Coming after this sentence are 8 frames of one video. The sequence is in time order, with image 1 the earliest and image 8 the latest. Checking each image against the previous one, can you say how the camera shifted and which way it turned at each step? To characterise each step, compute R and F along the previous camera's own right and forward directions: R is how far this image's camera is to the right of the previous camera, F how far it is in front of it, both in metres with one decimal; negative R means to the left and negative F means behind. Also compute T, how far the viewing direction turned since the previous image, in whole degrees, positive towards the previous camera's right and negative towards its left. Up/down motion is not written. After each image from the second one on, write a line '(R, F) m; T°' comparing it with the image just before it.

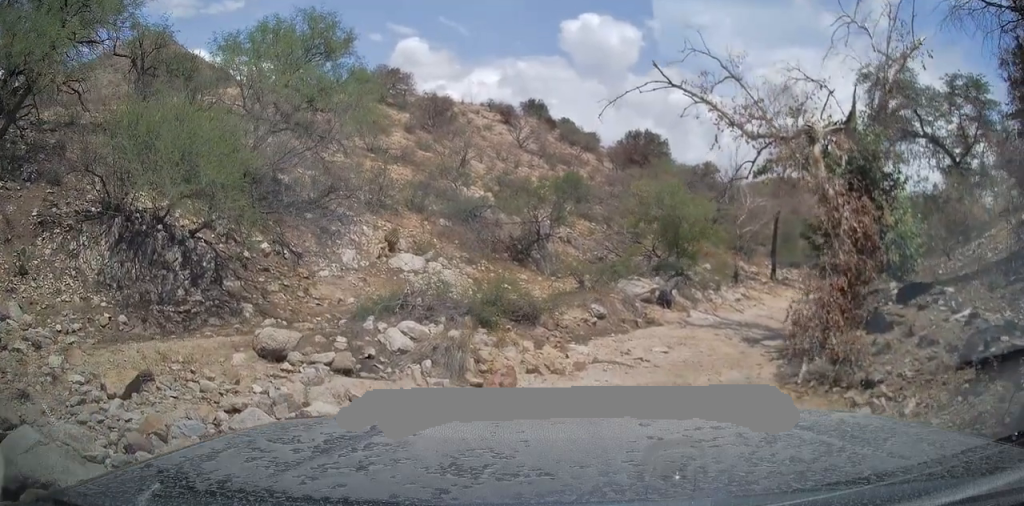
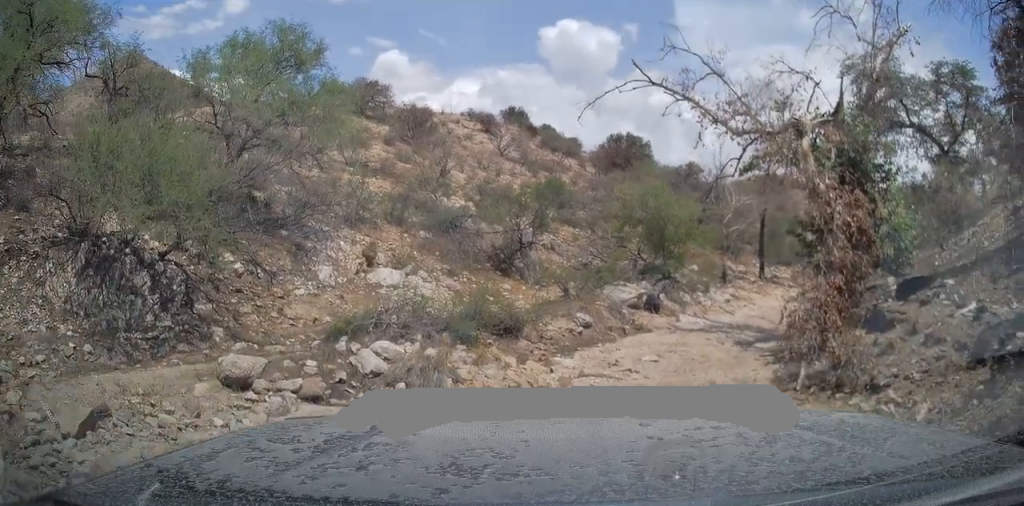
(0.0, +0.3) m; 0°
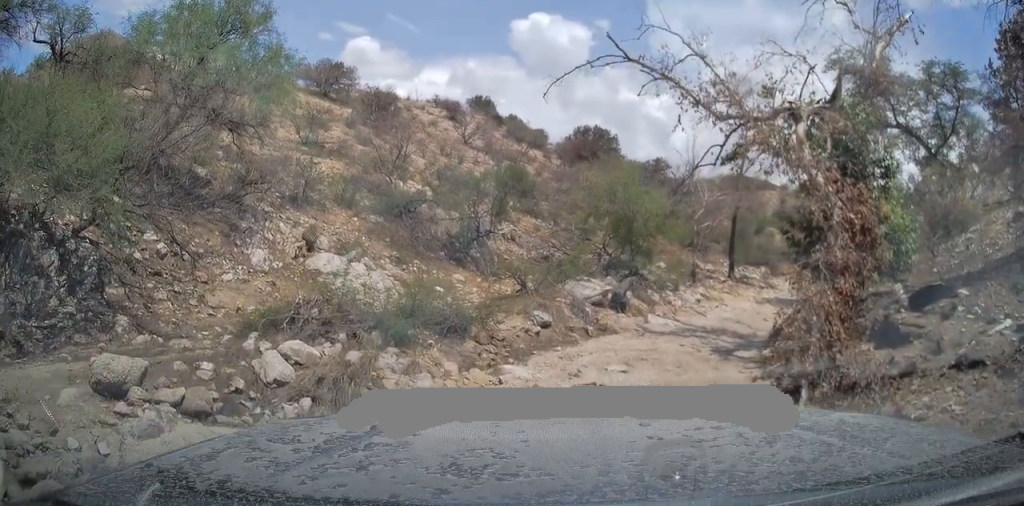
(-0.1, +1.1) m; 0°
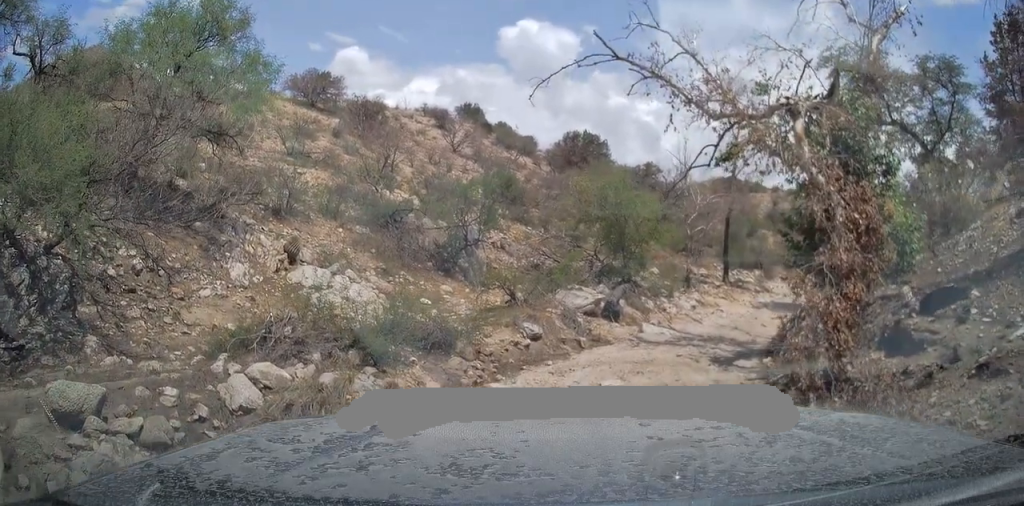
(+0.1, +0.5) m; 0°
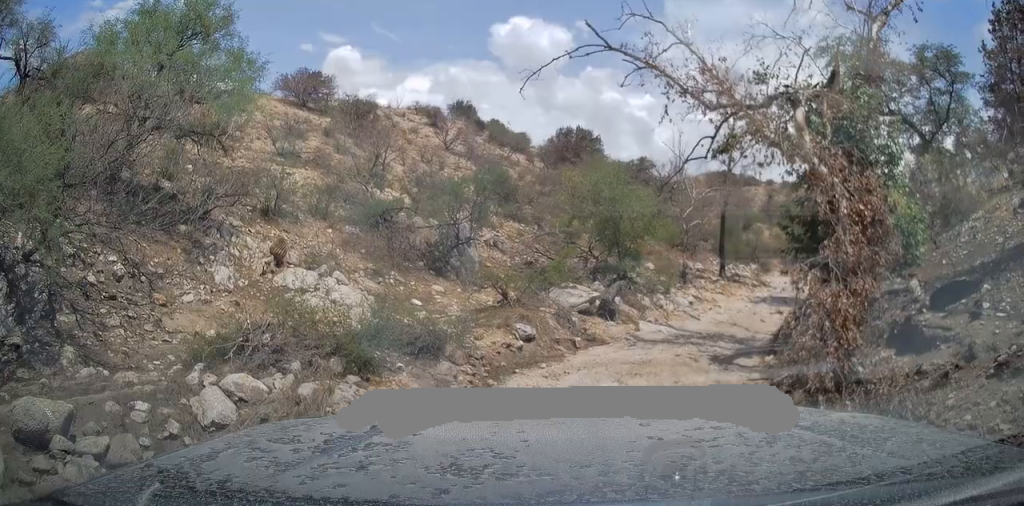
(+0.2, +0.5) m; 0°
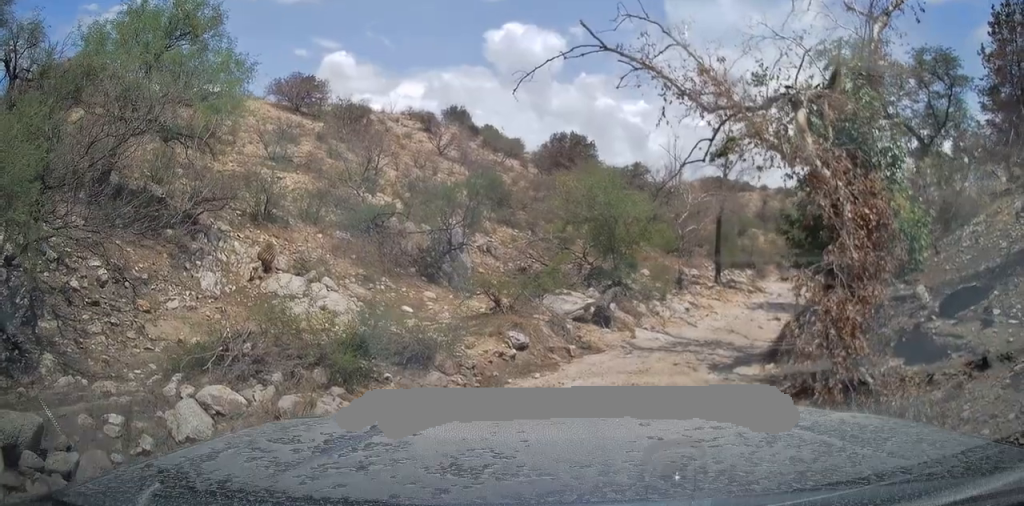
(+0.2, +0.5) m; 0°
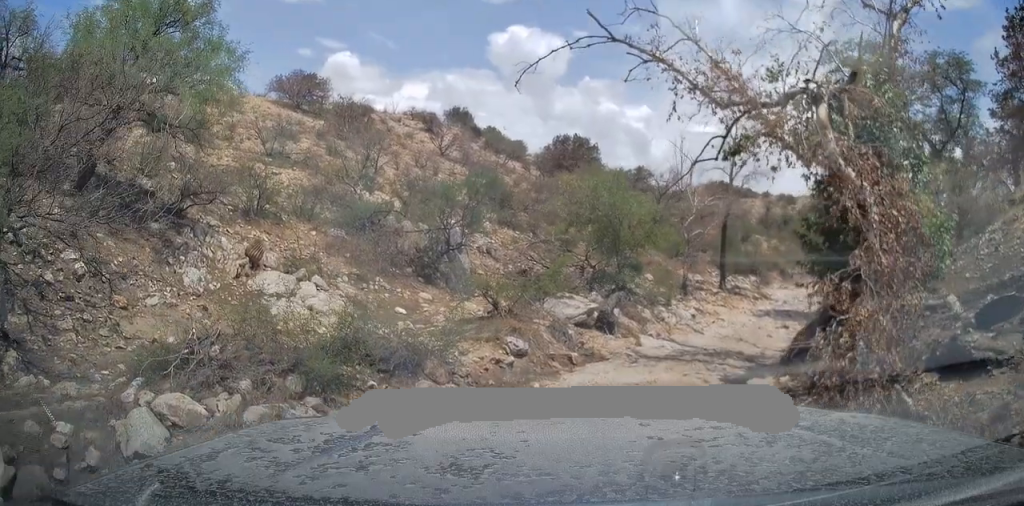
(+0.1, +0.8) m; 0°
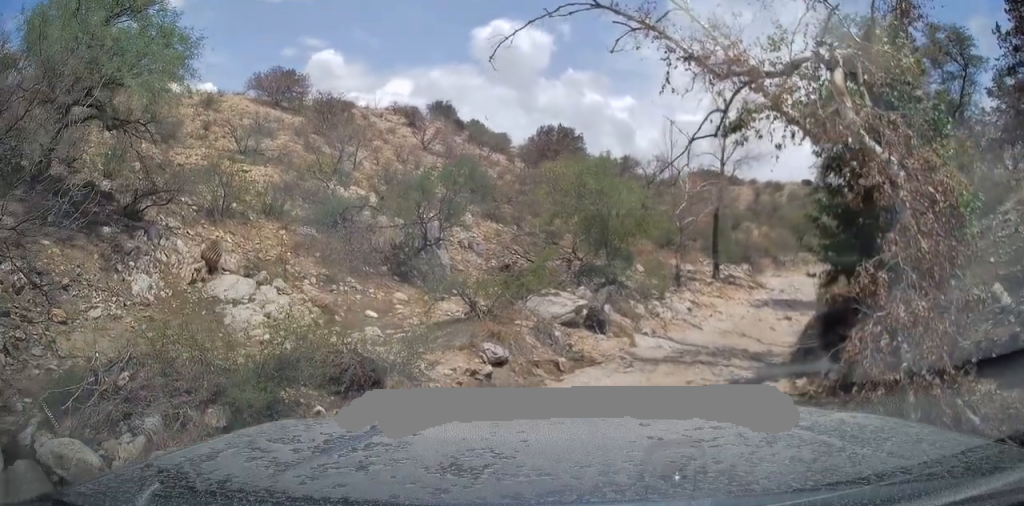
(+0.2, +1.0) m; +7°
